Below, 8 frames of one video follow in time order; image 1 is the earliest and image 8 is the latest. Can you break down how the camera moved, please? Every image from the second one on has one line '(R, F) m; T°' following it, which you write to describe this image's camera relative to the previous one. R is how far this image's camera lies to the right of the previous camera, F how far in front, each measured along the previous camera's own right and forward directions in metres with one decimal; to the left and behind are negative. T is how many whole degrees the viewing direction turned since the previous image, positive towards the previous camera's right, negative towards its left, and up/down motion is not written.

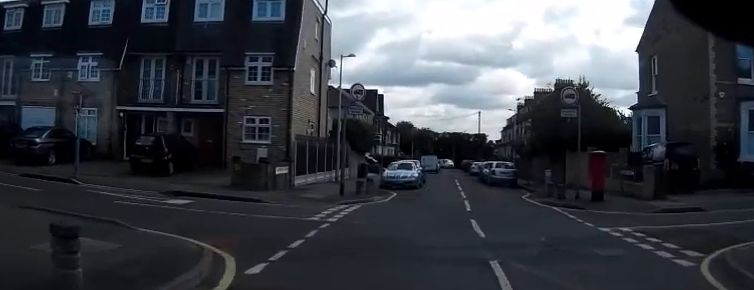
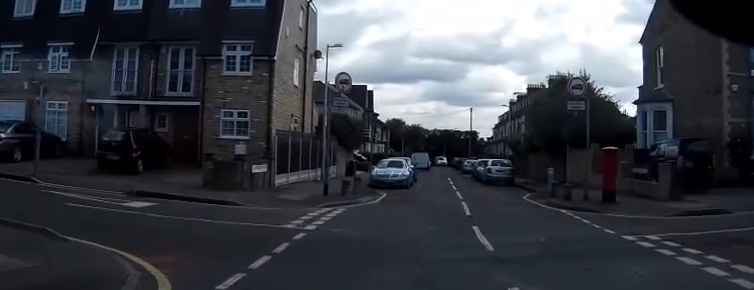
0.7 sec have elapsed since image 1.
(0.0, +2.3) m; -1°
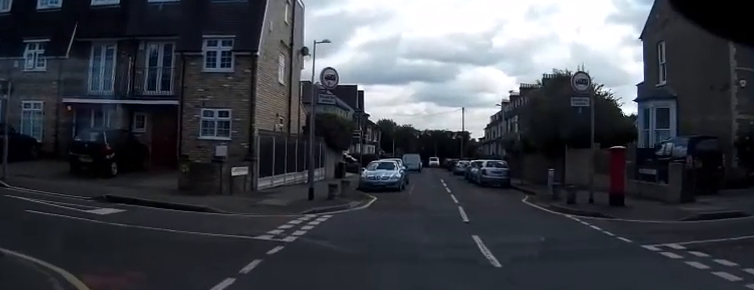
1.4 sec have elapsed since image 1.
(-0.1, +1.8) m; 0°
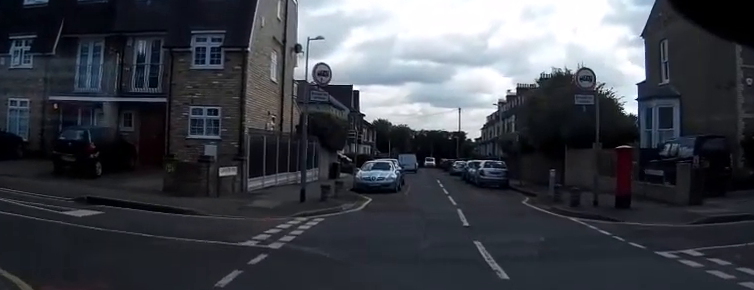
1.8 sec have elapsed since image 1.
(+0.1, +1.2) m; +2°
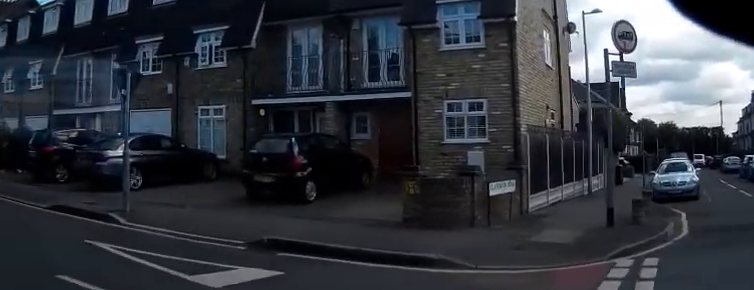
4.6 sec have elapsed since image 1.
(-1.0, +6.6) m; -29°
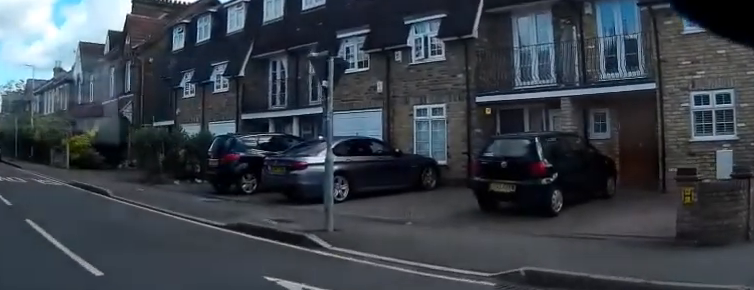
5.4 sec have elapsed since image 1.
(0.0, +2.1) m; -10°
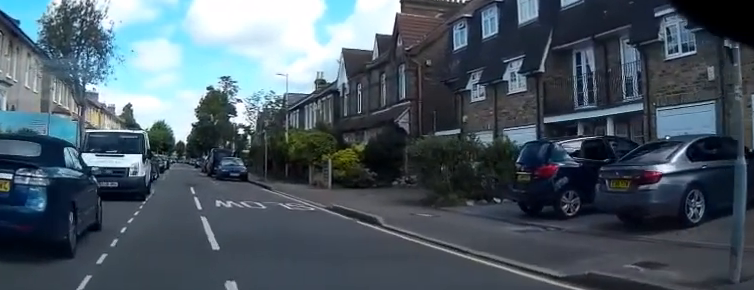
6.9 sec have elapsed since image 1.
(-1.1, +3.5) m; -30°
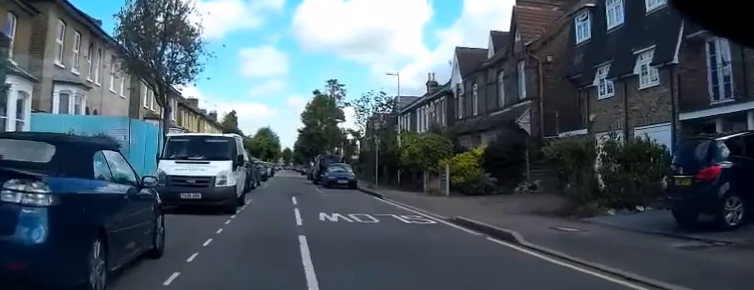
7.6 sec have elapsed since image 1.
(-0.2, +1.8) m; -9°
